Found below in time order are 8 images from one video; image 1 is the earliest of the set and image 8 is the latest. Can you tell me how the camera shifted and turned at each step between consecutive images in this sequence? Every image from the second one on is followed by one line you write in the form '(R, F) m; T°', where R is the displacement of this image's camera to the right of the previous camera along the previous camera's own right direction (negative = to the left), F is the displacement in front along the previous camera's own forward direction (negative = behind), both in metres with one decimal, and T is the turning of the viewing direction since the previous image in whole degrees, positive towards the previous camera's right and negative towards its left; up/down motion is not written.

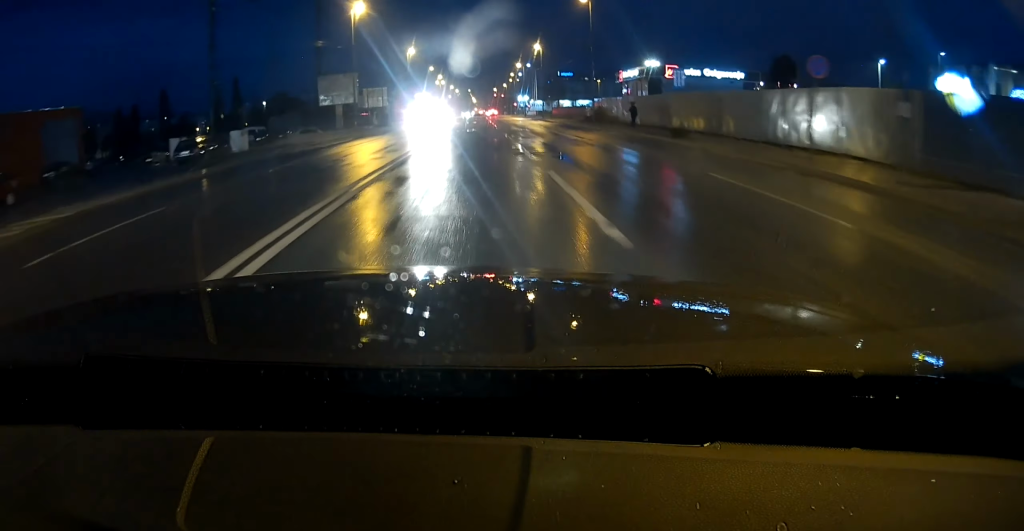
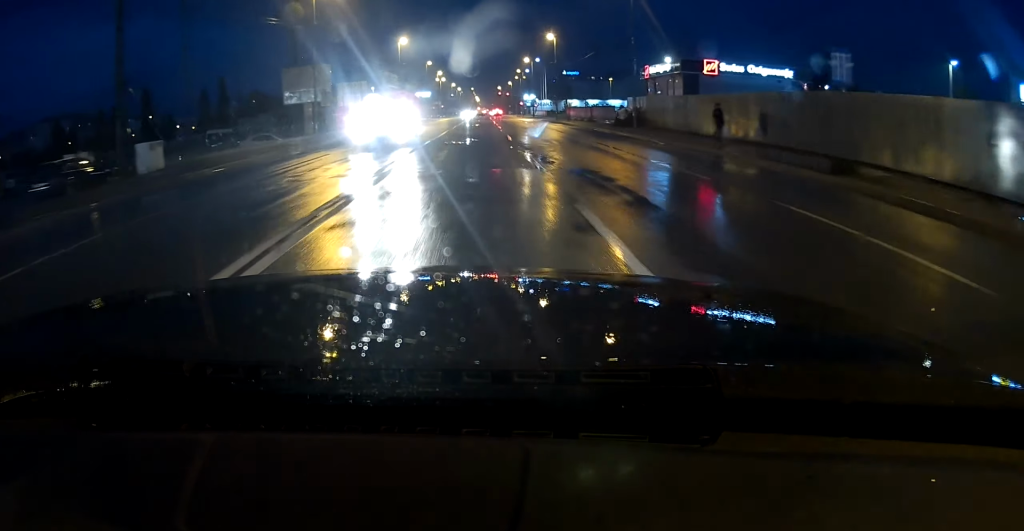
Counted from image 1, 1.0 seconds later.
(0.0, +13.4) m; 0°
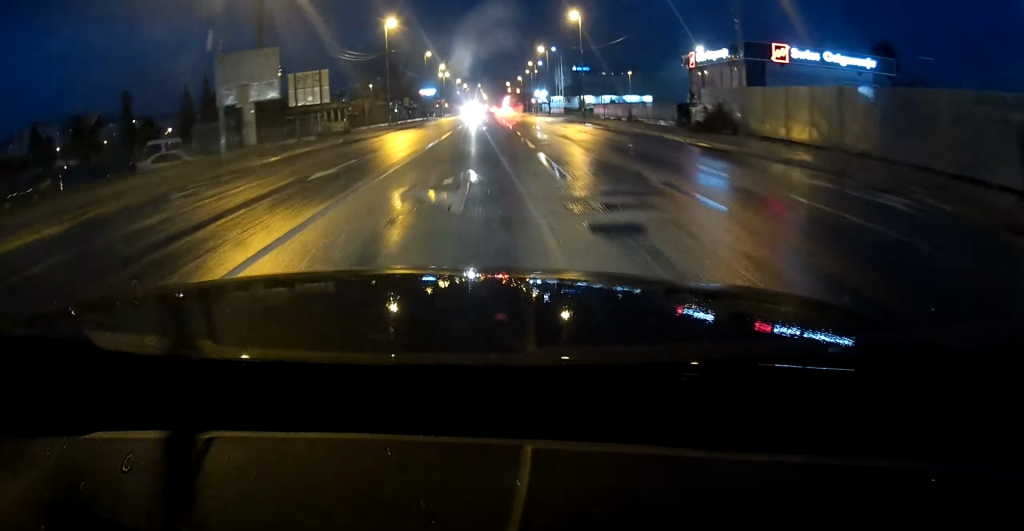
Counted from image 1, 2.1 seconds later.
(0.0, +15.7) m; 0°
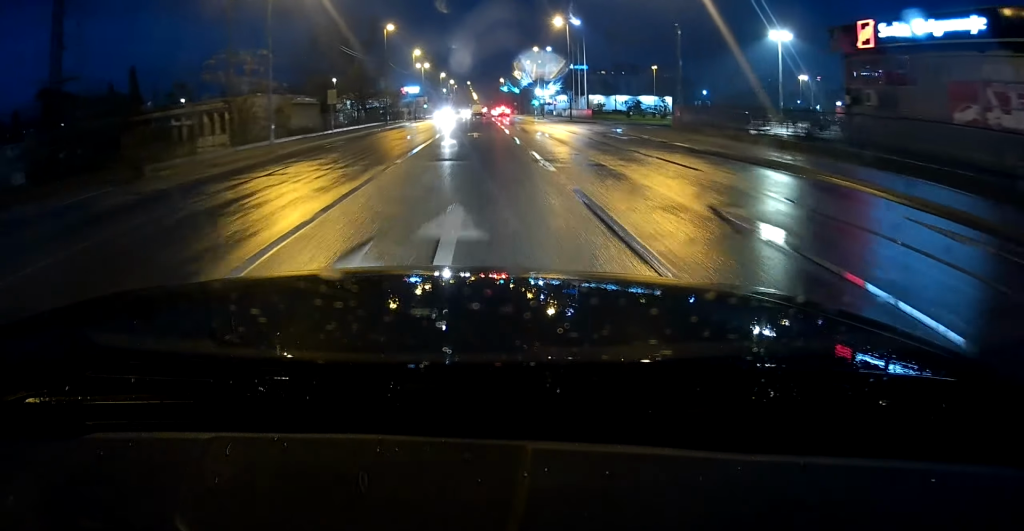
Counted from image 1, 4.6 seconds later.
(+0.1, +33.4) m; +1°
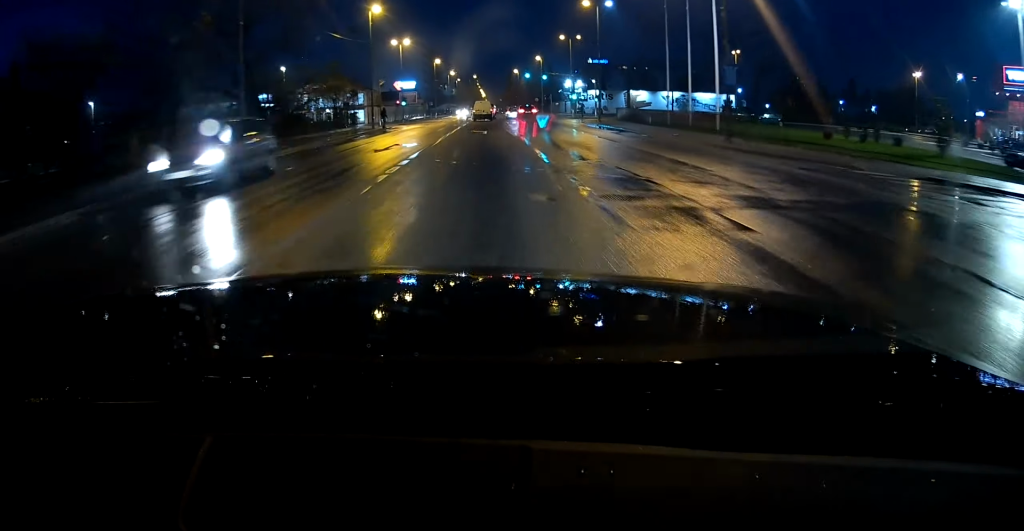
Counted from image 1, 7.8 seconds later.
(-0.1, +42.1) m; +1°
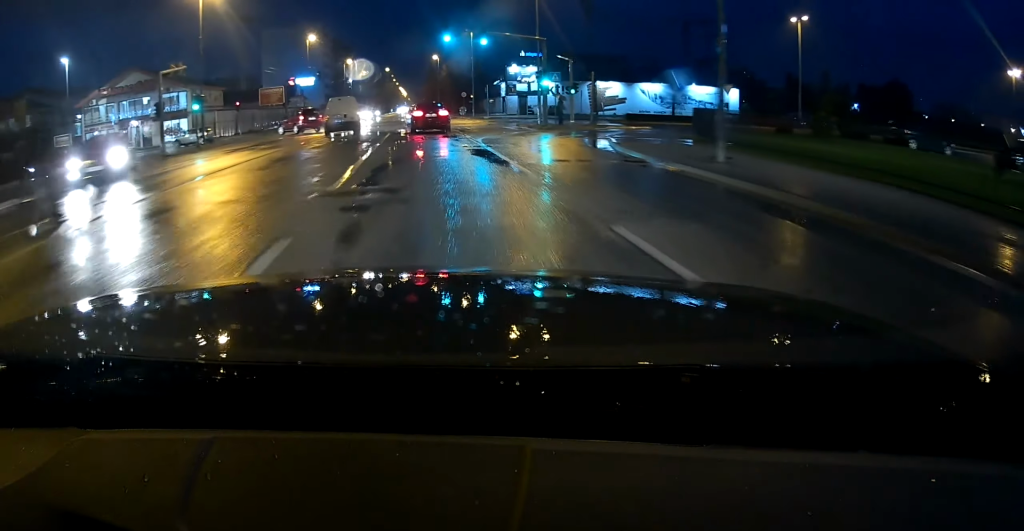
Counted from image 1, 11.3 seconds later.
(+1.3, +41.1) m; +1°
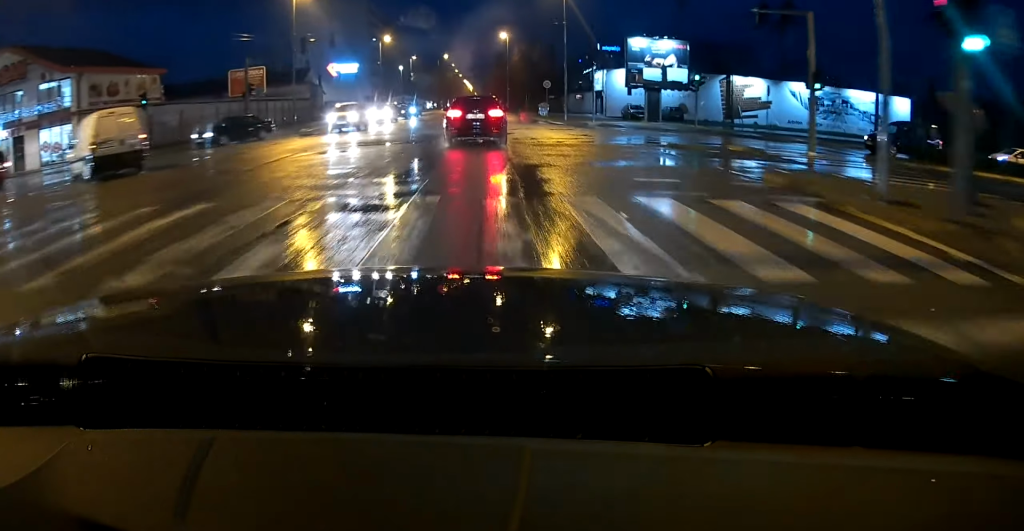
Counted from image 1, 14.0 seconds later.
(-0.7, +30.2) m; -2°
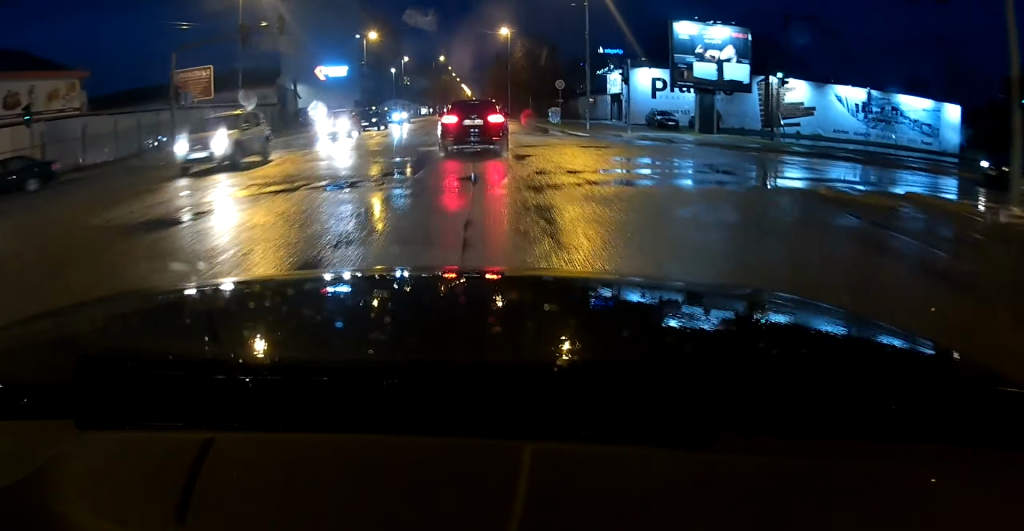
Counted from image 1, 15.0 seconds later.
(-0.1, +10.8) m; -1°
